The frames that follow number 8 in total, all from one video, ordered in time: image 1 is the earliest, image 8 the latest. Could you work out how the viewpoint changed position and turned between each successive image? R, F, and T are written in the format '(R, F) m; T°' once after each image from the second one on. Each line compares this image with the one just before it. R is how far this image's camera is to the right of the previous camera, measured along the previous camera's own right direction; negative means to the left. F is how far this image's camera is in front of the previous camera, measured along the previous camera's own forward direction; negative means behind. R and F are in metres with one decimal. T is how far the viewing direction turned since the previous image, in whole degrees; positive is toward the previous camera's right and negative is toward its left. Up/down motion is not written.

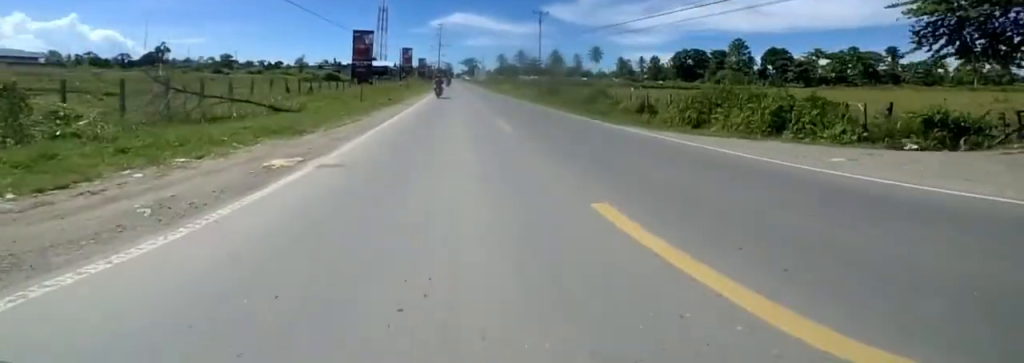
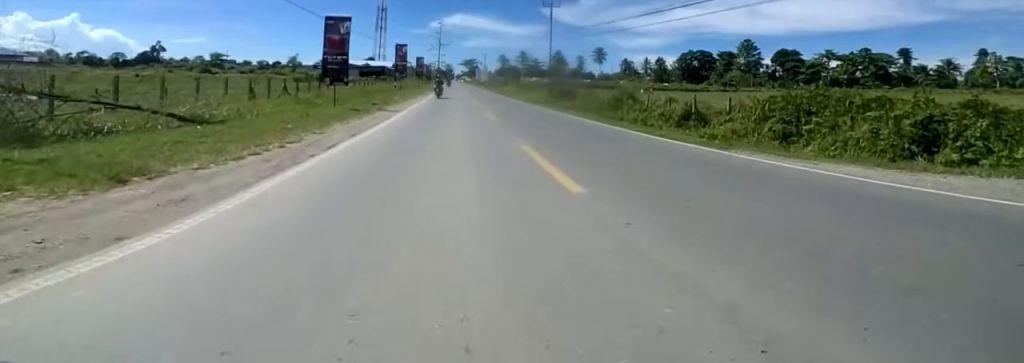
(-0.5, +4.1) m; 0°
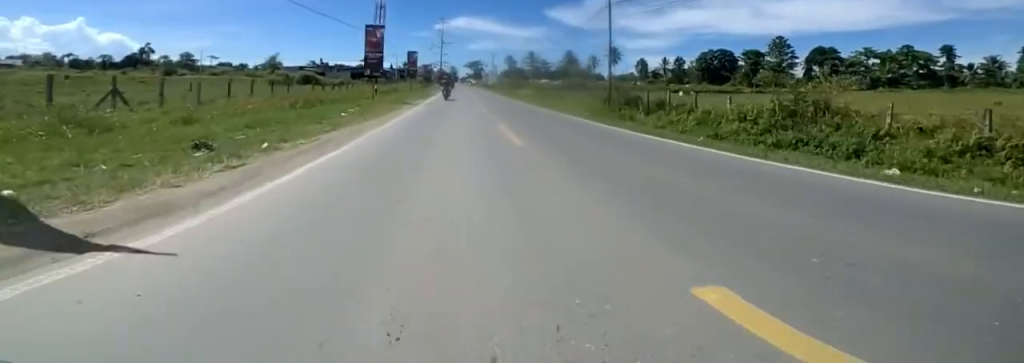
(+0.9, +11.9) m; 0°
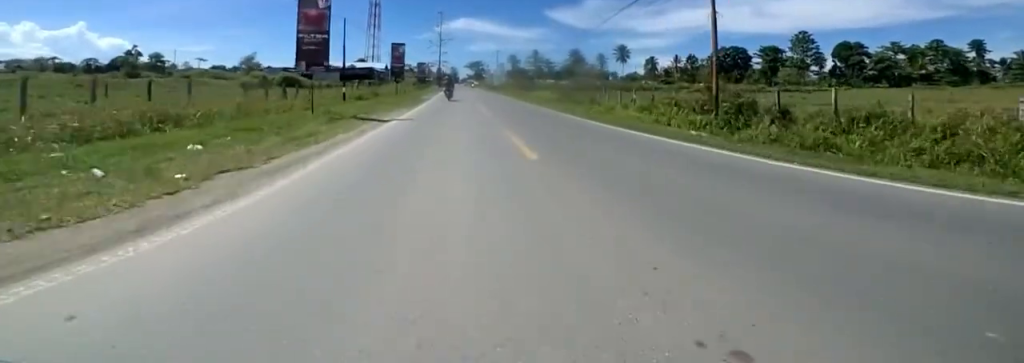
(-0.9, +8.5) m; 0°
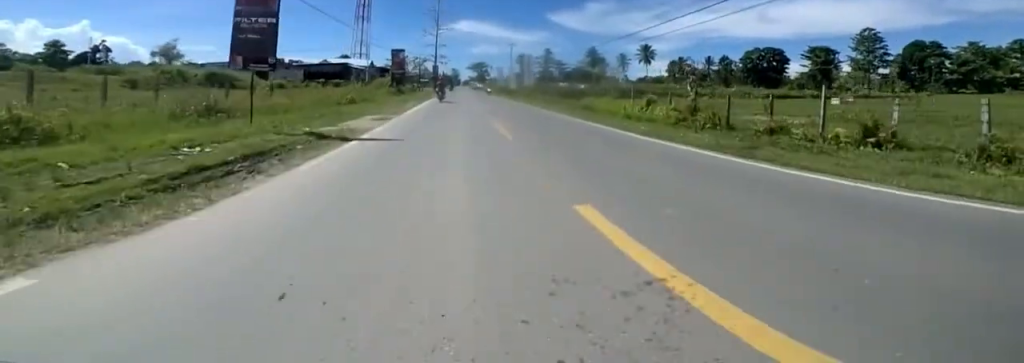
(+0.2, +19.6) m; 0°
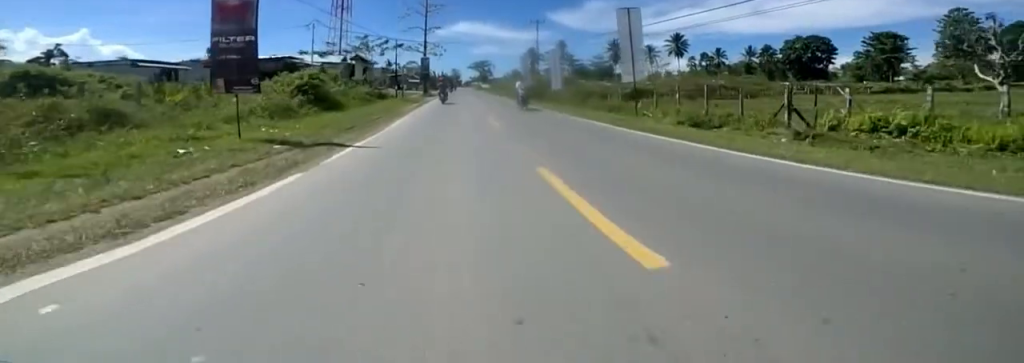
(+0.9, +21.9) m; +4°
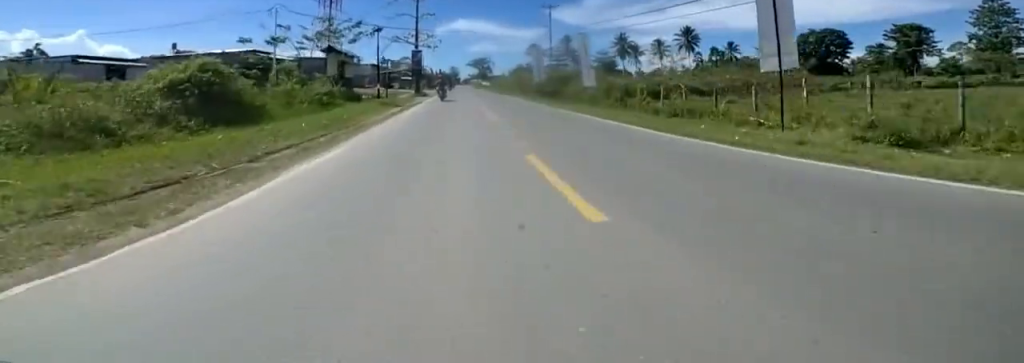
(-0.1, +7.3) m; -1°
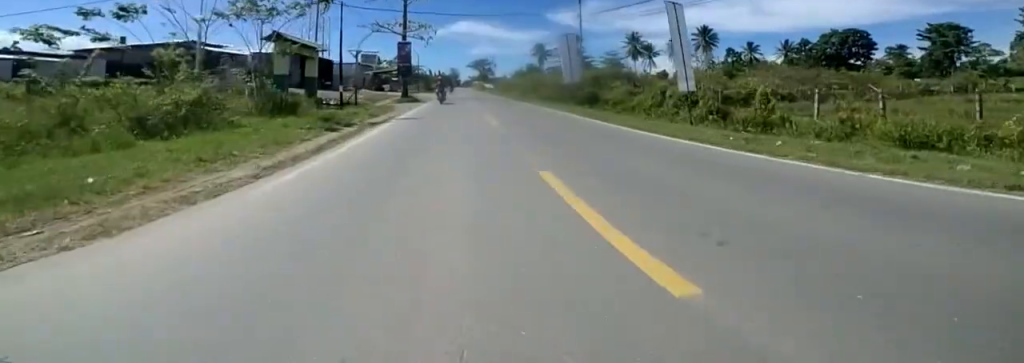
(+0.5, +8.8) m; -3°
